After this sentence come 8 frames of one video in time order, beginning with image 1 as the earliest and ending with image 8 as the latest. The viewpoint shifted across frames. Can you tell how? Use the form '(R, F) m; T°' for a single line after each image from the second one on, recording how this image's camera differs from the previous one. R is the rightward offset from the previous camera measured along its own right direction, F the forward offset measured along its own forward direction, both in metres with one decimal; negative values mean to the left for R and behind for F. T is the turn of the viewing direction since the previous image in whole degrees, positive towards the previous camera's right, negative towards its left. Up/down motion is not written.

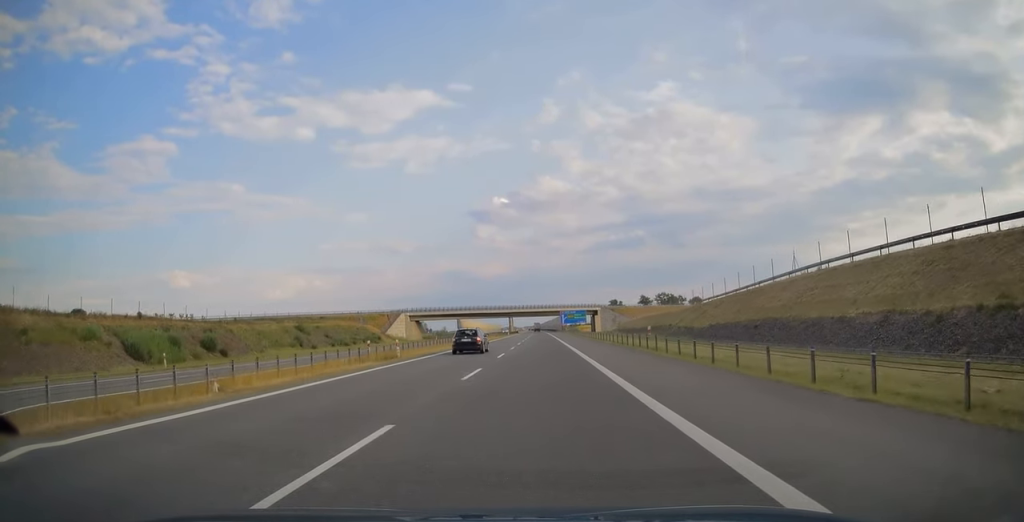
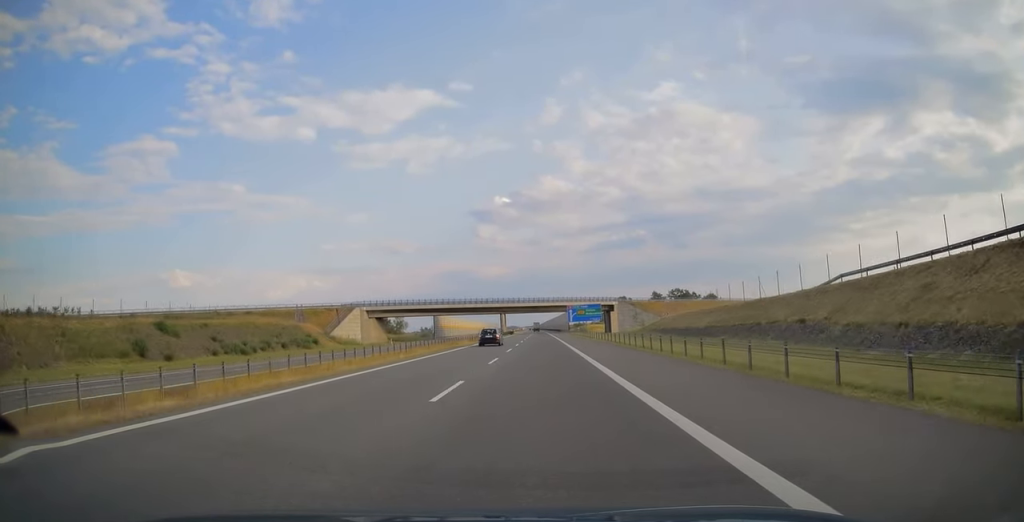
(0.0, +41.1) m; 0°
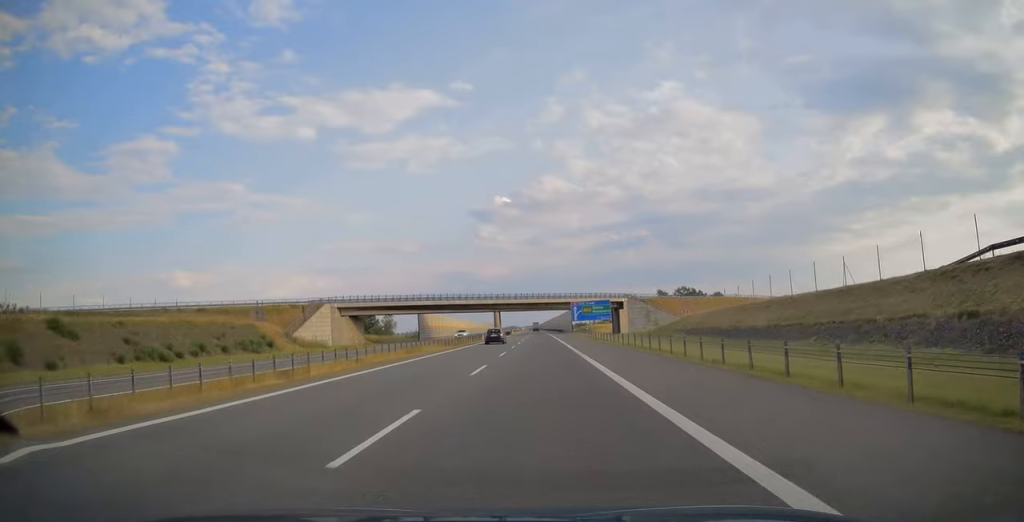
(0.0, +17.5) m; 0°
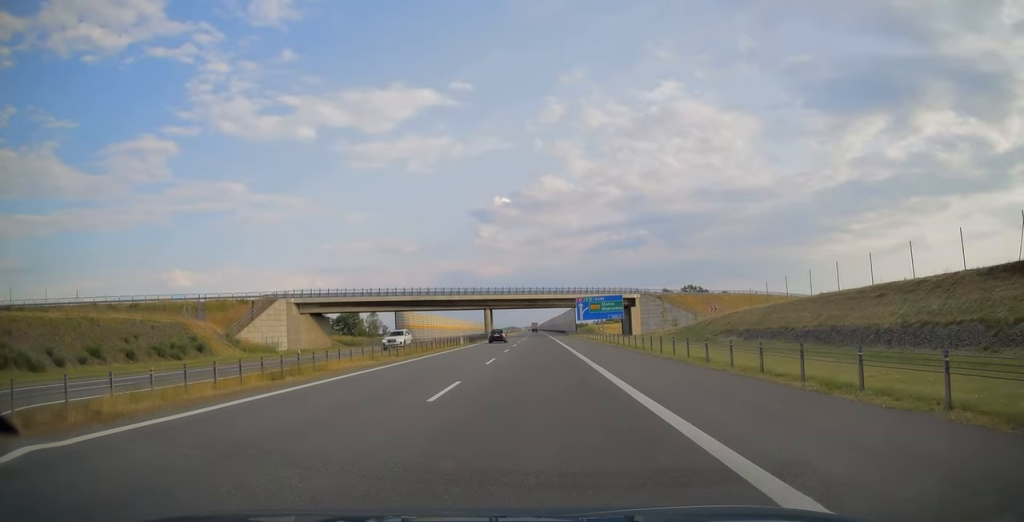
(0.0, +18.6) m; 0°
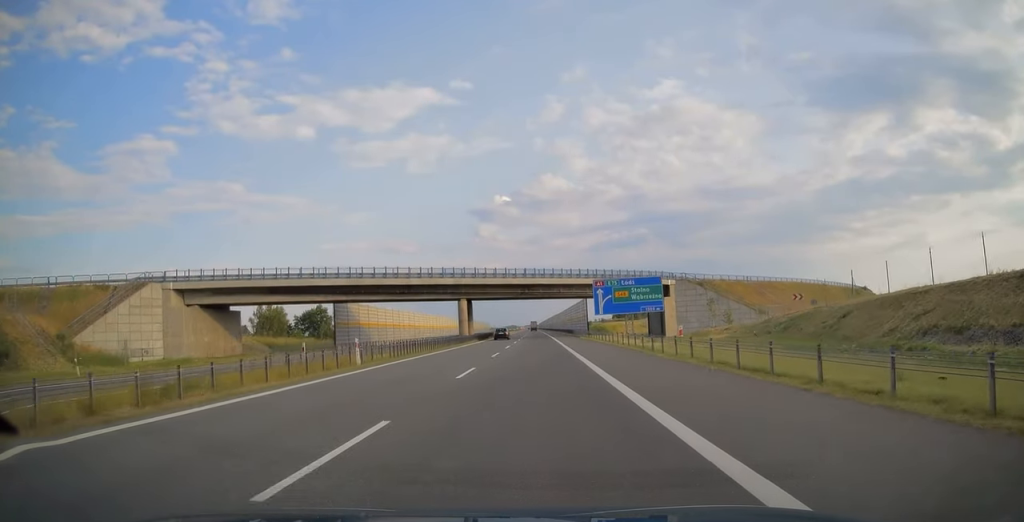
(0.0, +31.1) m; 0°
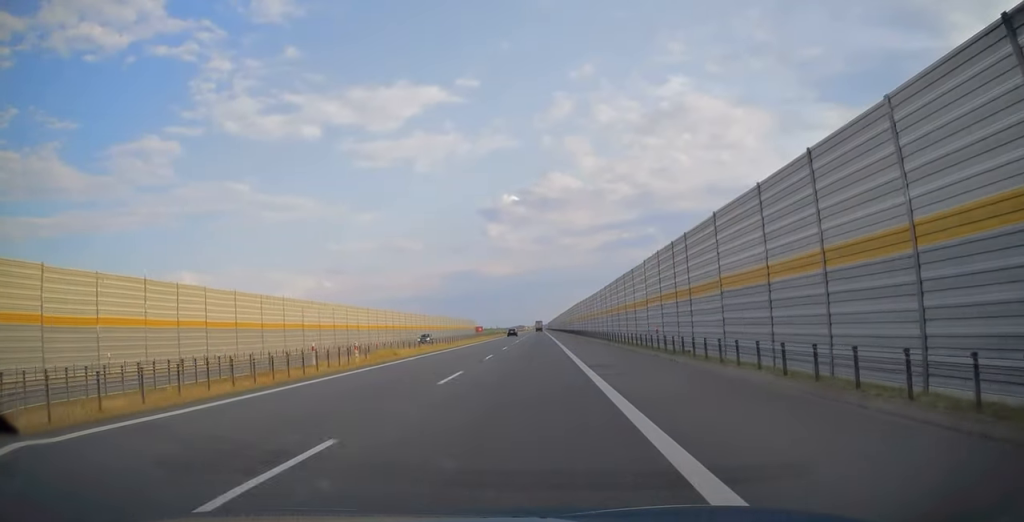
(-0.2, +97.3) m; -1°
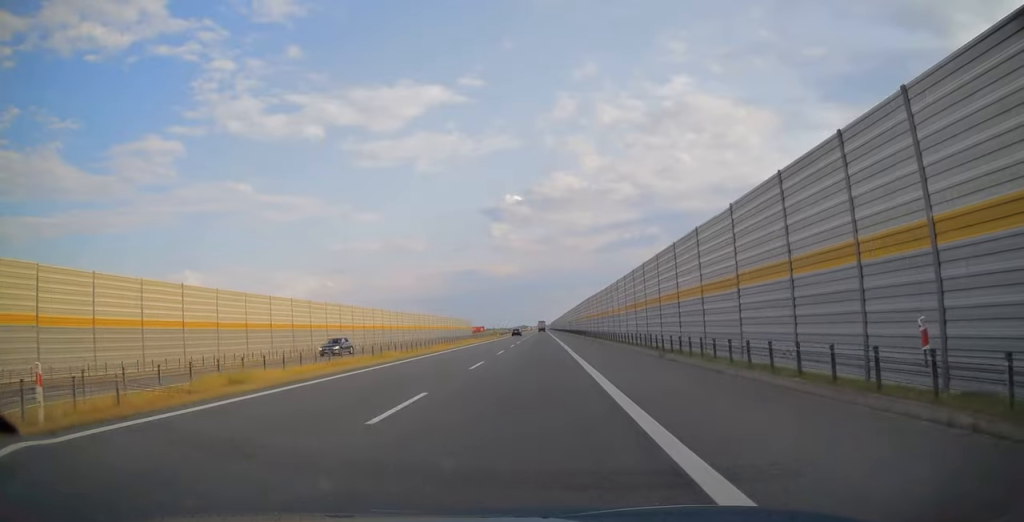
(-0.1, +18.6) m; 0°
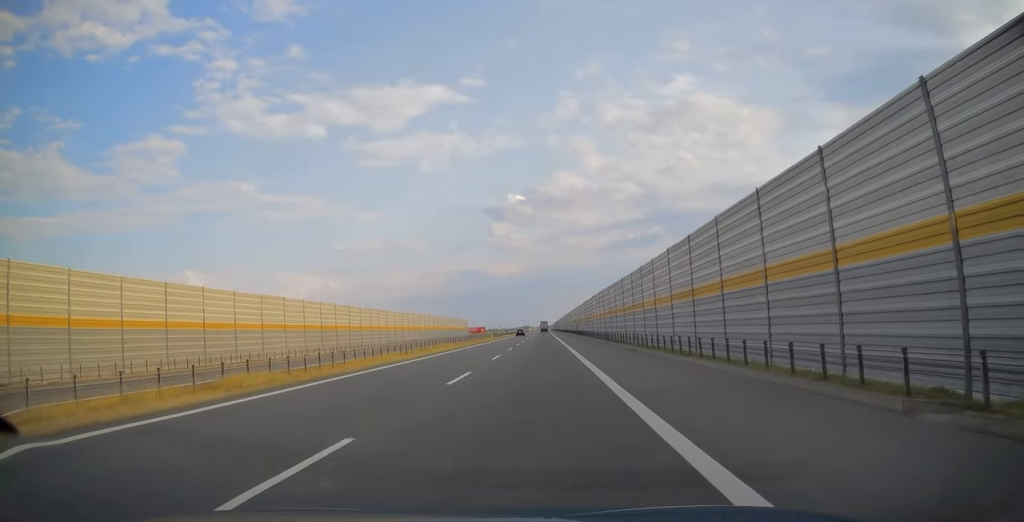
(0.0, +17.5) m; 0°
